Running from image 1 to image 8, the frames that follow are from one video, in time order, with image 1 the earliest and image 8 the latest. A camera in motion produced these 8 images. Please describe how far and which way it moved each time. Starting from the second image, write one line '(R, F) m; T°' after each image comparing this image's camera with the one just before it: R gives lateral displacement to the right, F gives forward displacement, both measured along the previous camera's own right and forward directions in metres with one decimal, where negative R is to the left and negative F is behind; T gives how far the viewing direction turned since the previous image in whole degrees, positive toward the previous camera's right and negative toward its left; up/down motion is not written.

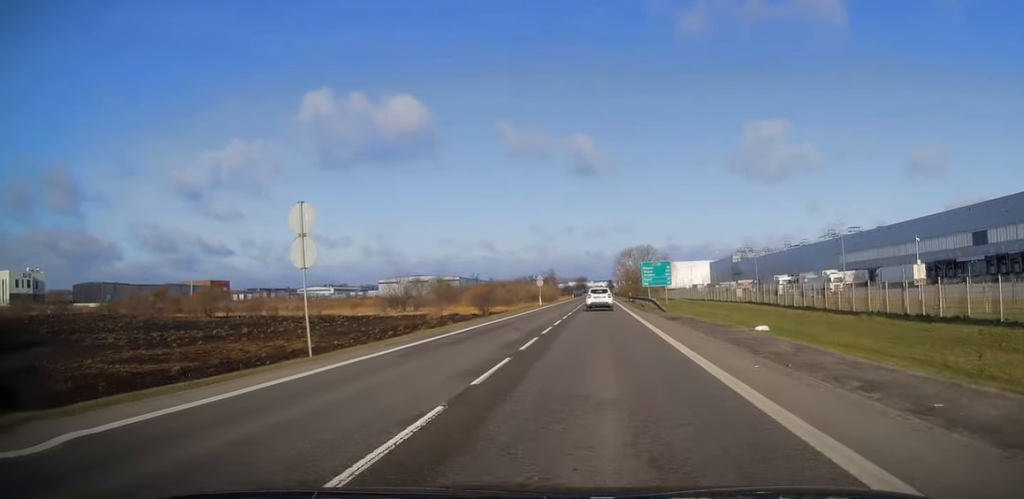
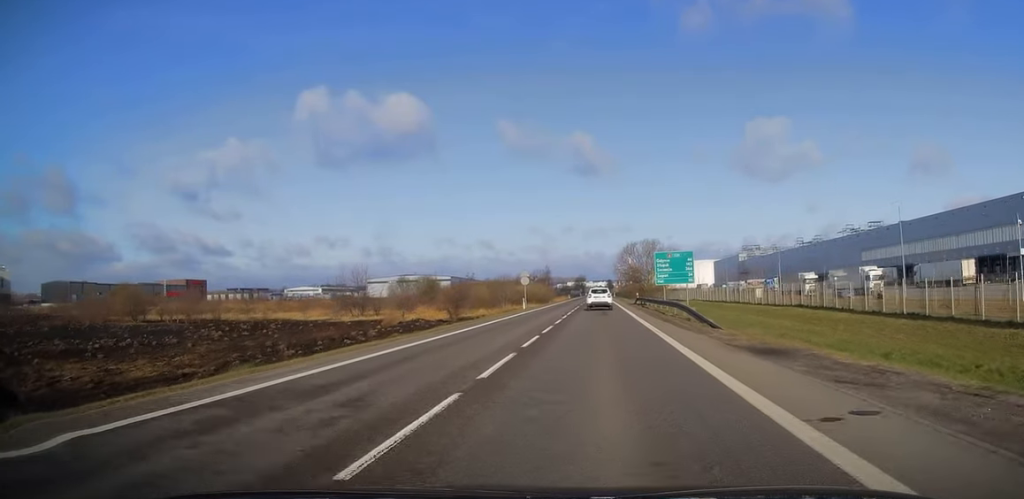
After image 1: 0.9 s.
(+0.5, +17.1) m; +1°
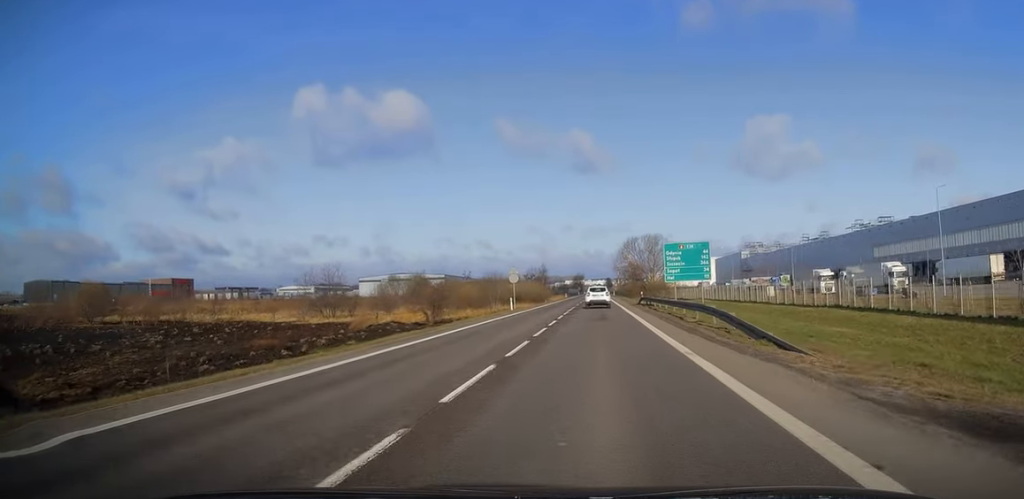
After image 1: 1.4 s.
(0.0, +8.4) m; 0°
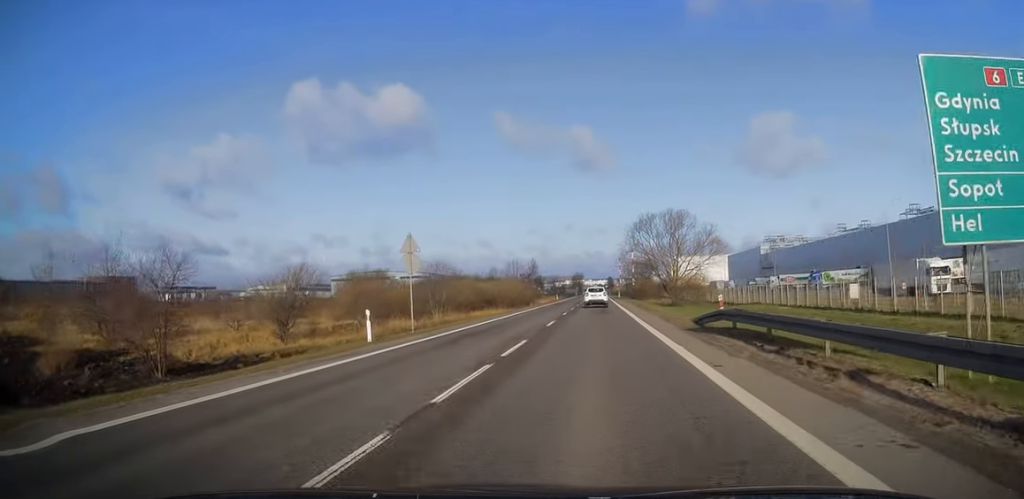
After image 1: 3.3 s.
(-0.9, +36.0) m; -1°
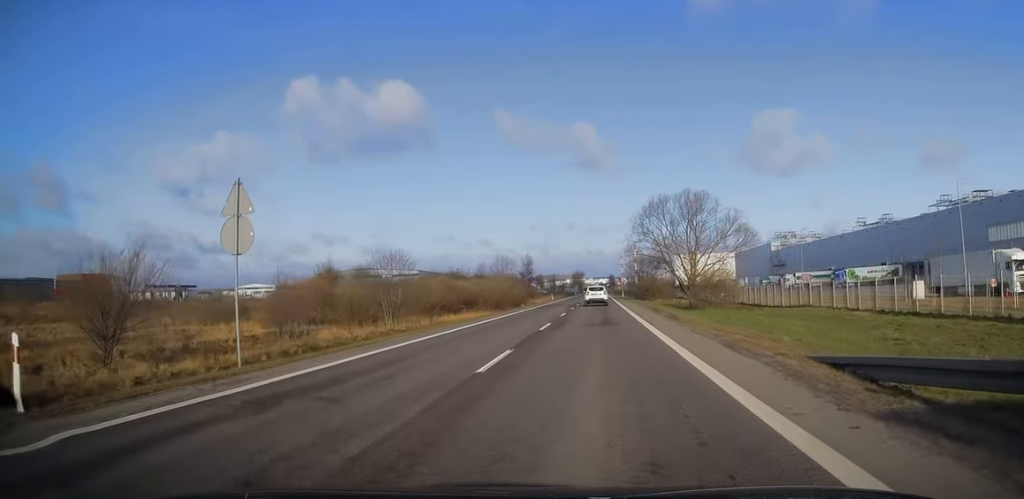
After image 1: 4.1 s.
(0.0, +15.2) m; +1°
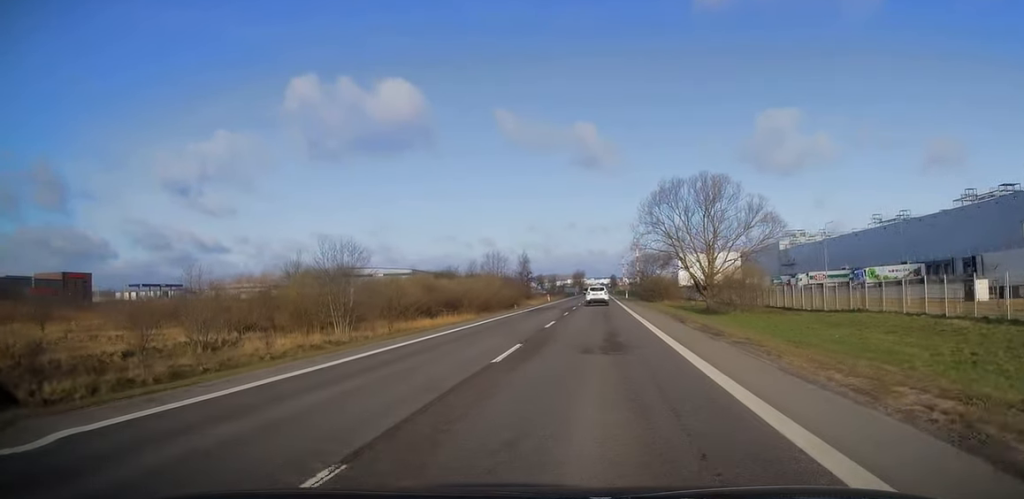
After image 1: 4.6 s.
(+0.1, +10.4) m; 0°
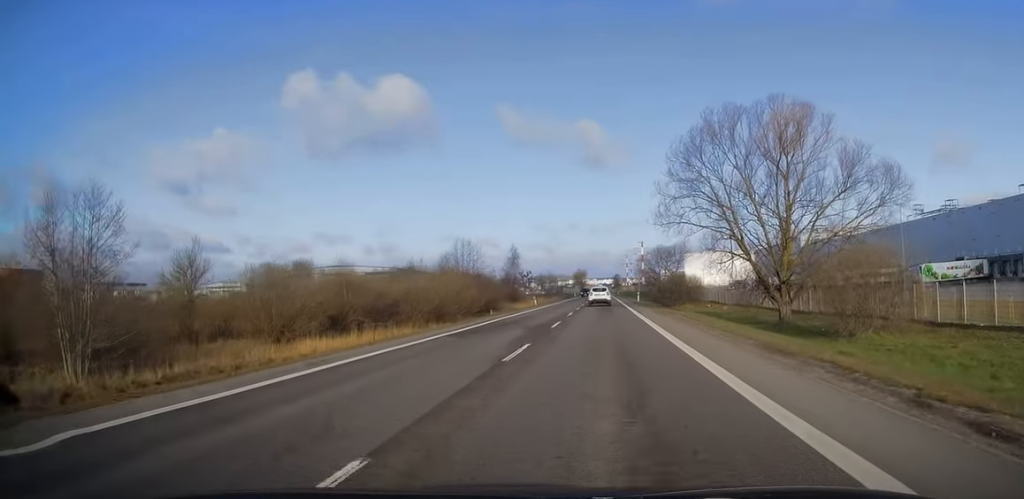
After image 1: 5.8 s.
(-0.1, +23.3) m; 0°
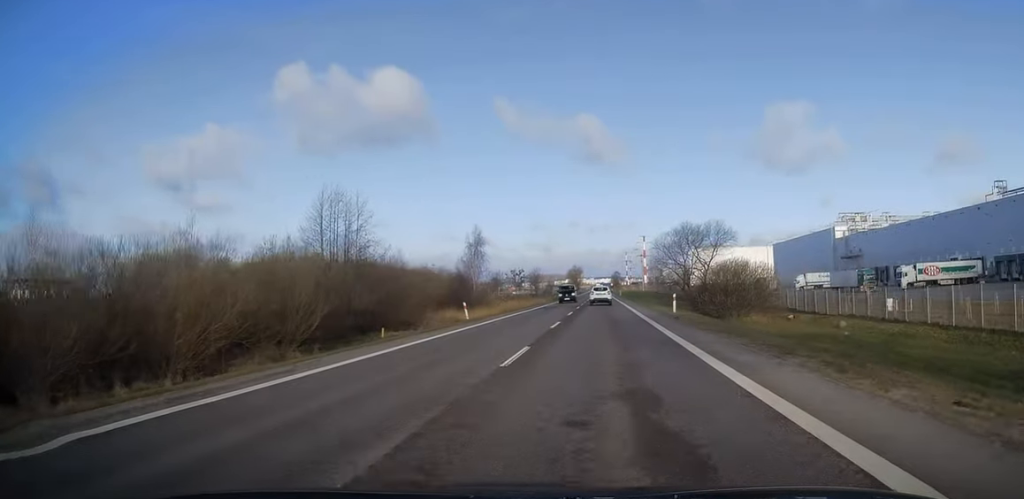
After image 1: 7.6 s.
(-0.1, +36.3) m; 0°
